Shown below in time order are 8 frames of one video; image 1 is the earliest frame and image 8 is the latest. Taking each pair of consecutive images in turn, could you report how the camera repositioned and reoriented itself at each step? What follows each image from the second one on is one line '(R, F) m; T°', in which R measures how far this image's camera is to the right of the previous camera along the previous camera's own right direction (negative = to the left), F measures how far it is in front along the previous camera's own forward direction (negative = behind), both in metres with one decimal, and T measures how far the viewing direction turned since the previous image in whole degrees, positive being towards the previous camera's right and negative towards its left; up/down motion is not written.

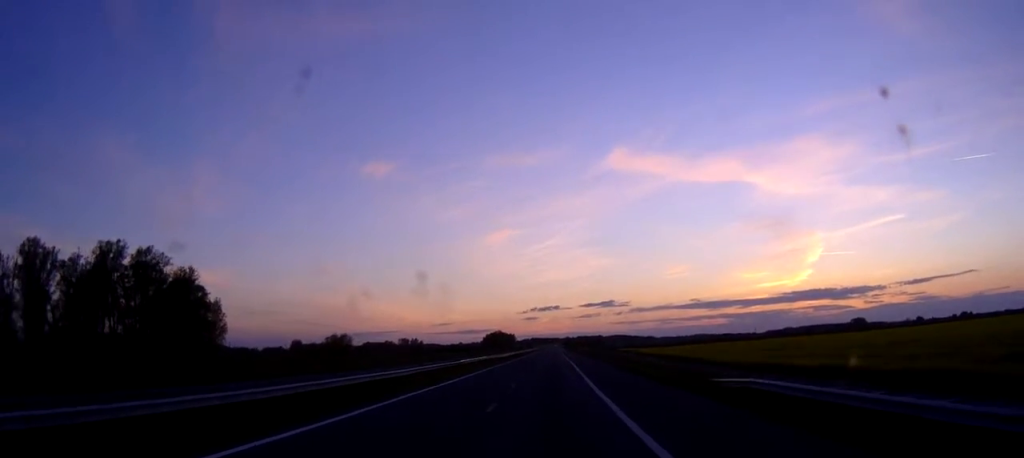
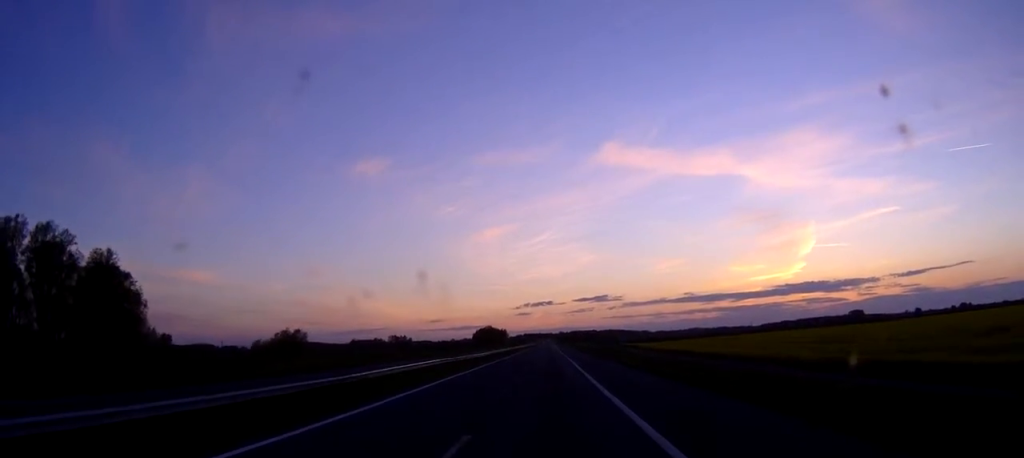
(+0.1, +31.6) m; 0°
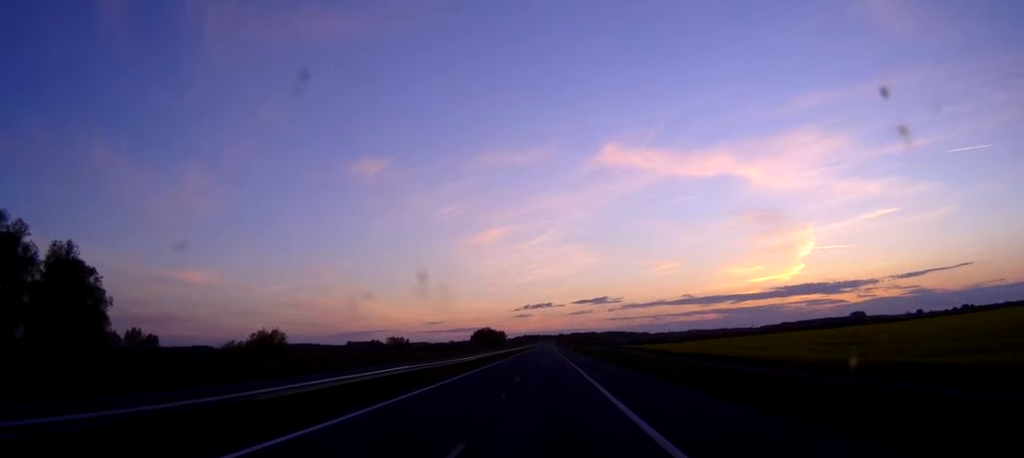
(0.0, +13.0) m; 0°
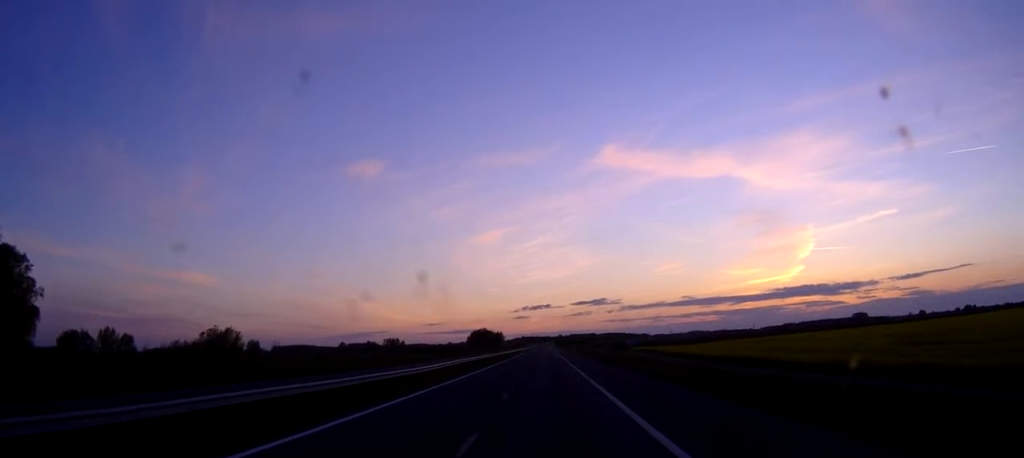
(+0.1, +22.3) m; 0°
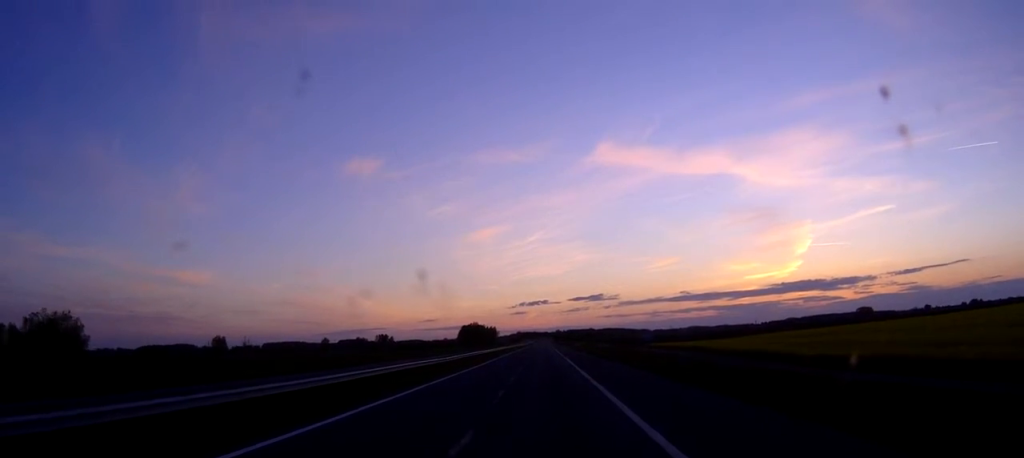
(0.0, +48.1) m; 0°
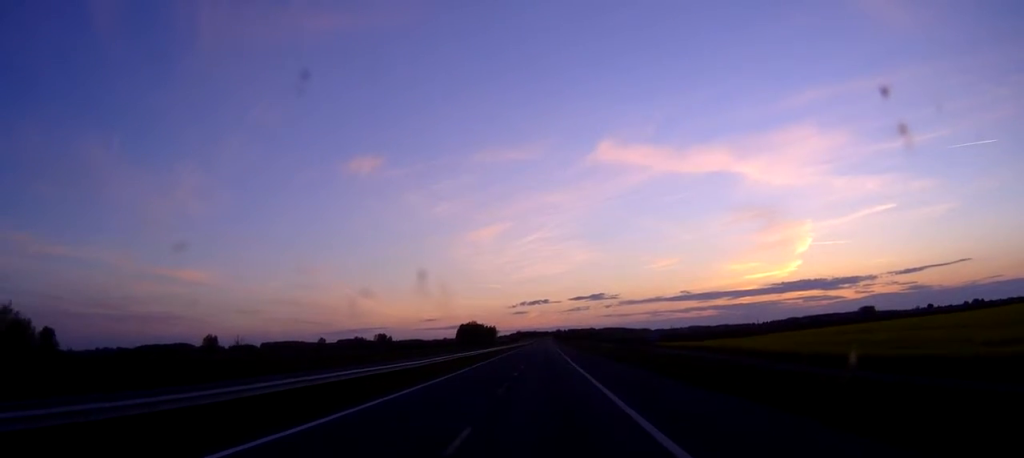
(0.0, +12.0) m; 0°
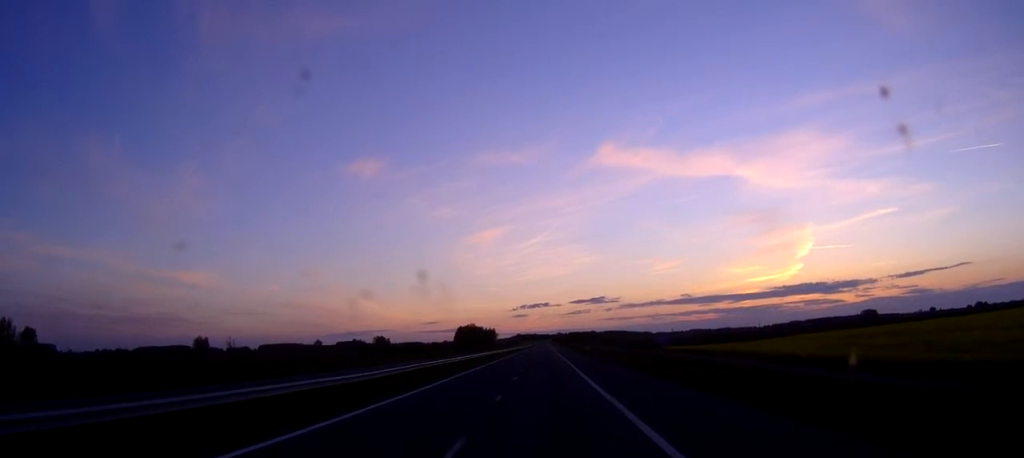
(+0.1, +12.8) m; 0°
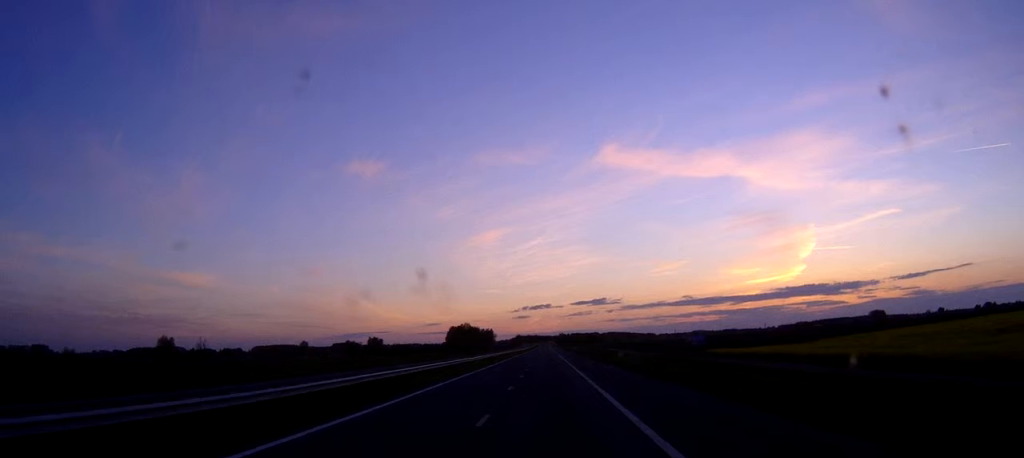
(-0.1, +42.1) m; 0°
